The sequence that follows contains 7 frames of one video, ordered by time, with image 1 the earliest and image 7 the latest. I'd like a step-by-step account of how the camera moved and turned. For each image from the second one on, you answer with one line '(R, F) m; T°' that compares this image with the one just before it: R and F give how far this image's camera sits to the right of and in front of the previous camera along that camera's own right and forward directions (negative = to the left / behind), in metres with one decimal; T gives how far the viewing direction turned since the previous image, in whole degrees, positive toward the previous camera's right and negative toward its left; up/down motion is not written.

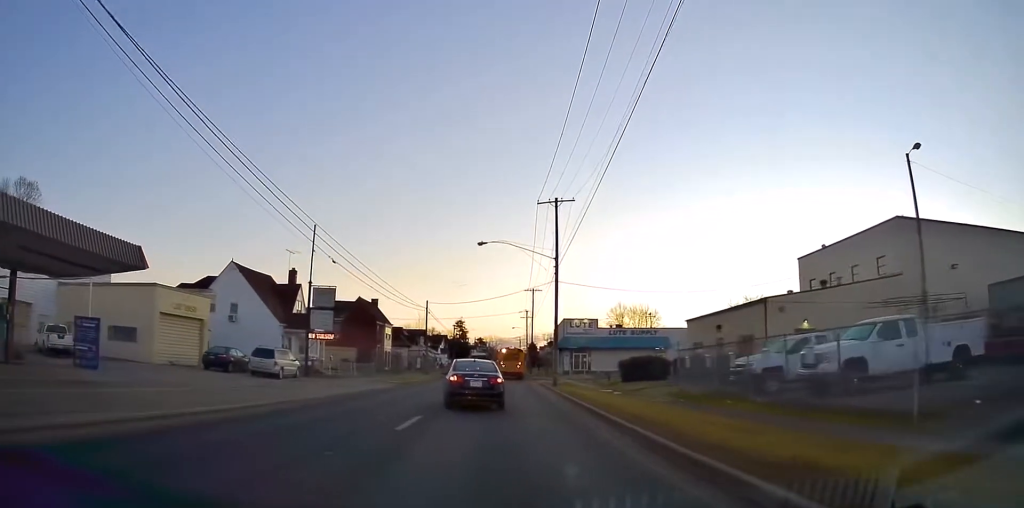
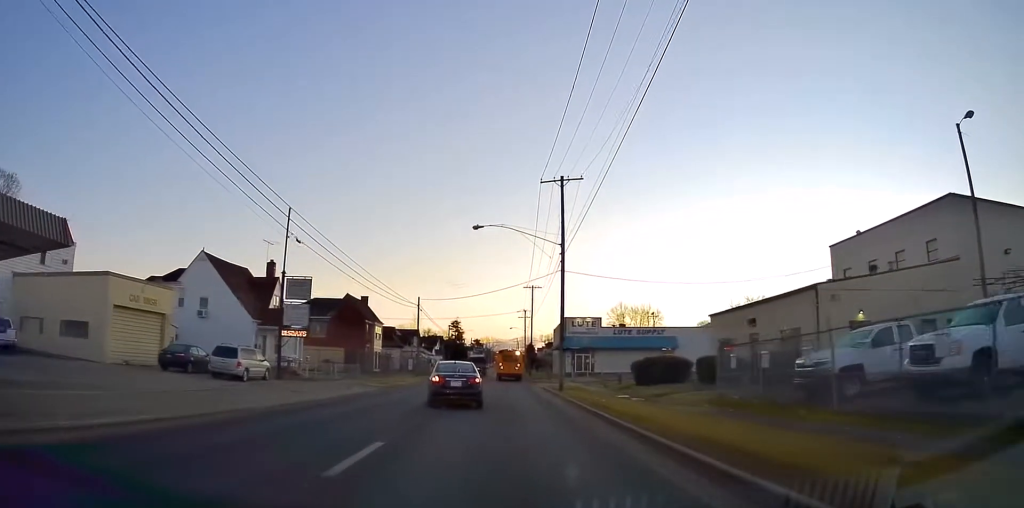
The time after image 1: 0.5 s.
(0.0, +4.9) m; 0°
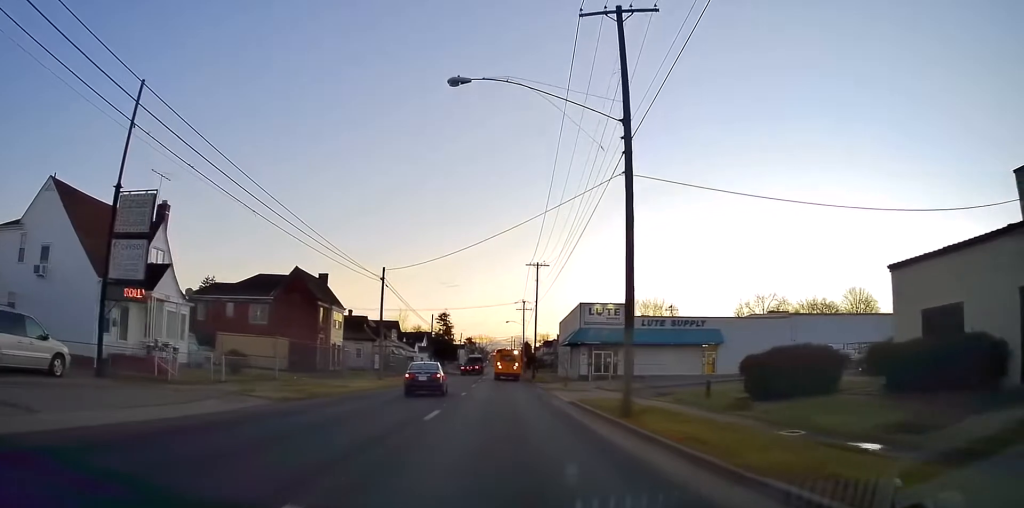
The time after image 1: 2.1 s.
(-0.2, +16.2) m; 0°
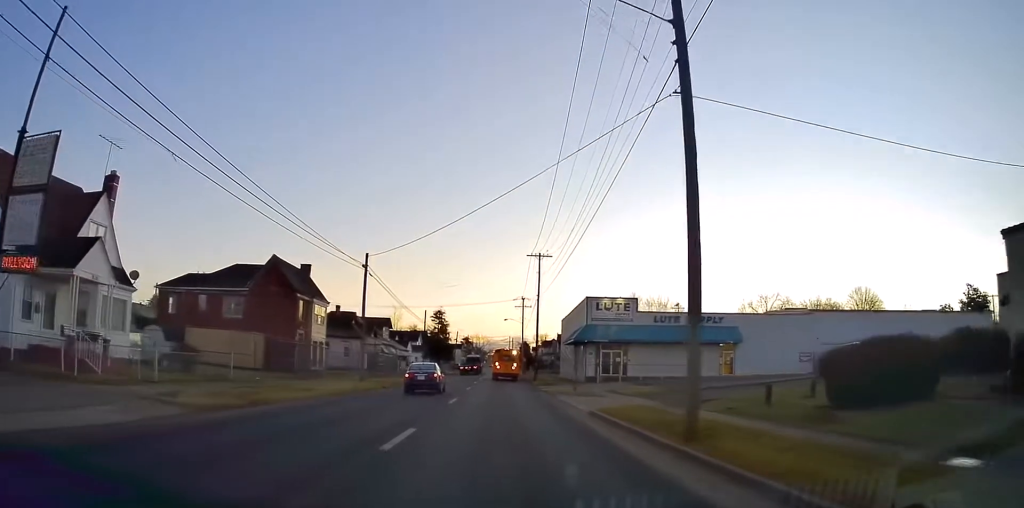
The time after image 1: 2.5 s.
(0.0, +4.8) m; 0°
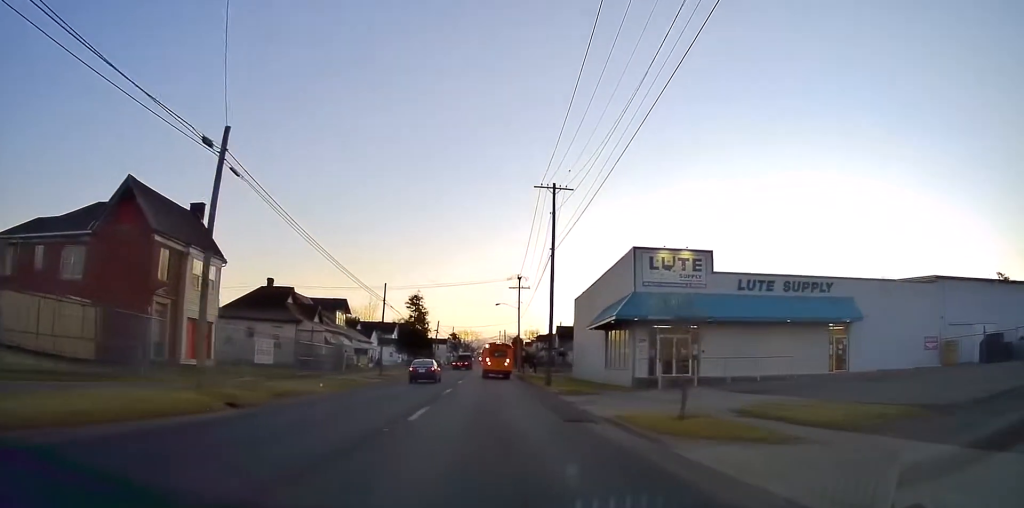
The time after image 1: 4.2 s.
(0.0, +18.5) m; +3°
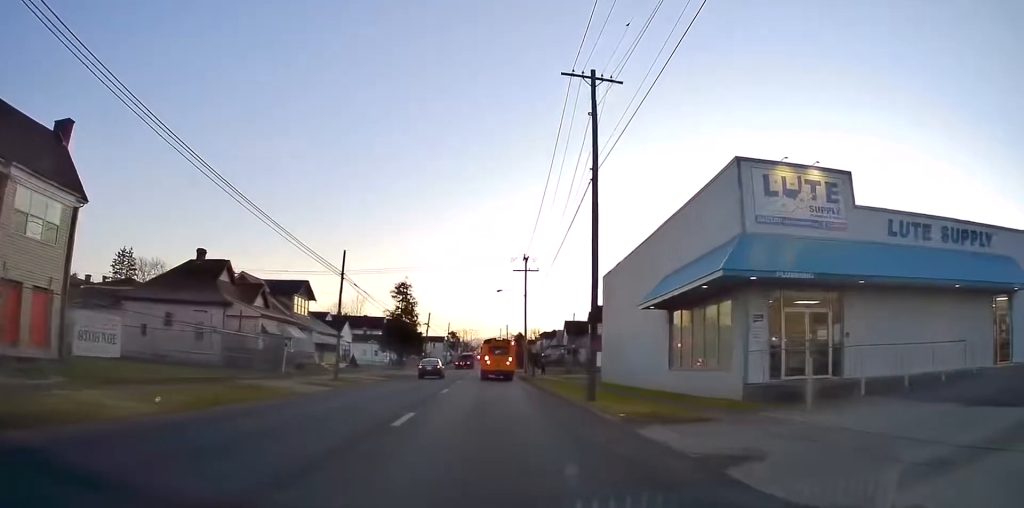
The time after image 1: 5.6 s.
(+0.7, +14.4) m; +1°
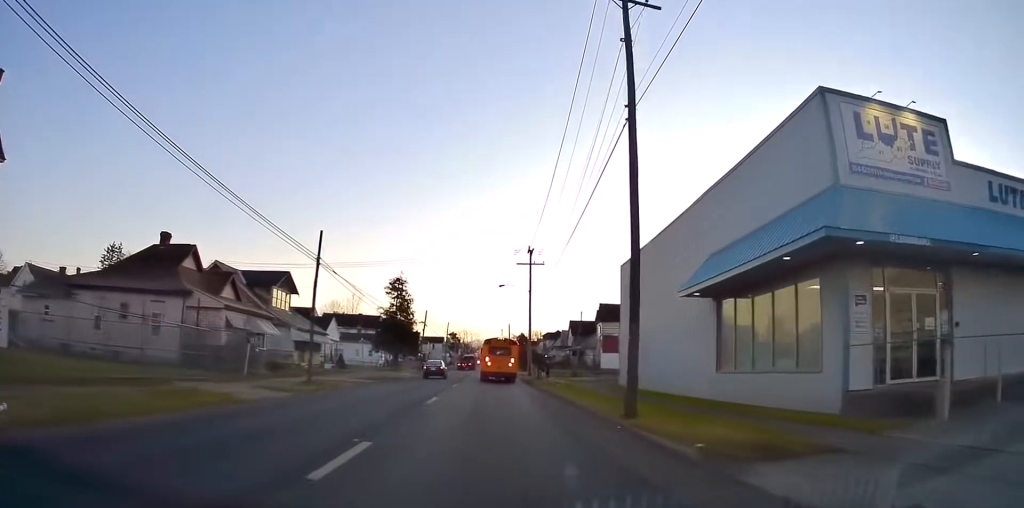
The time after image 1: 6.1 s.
(-0.3, +6.0) m; -1°
